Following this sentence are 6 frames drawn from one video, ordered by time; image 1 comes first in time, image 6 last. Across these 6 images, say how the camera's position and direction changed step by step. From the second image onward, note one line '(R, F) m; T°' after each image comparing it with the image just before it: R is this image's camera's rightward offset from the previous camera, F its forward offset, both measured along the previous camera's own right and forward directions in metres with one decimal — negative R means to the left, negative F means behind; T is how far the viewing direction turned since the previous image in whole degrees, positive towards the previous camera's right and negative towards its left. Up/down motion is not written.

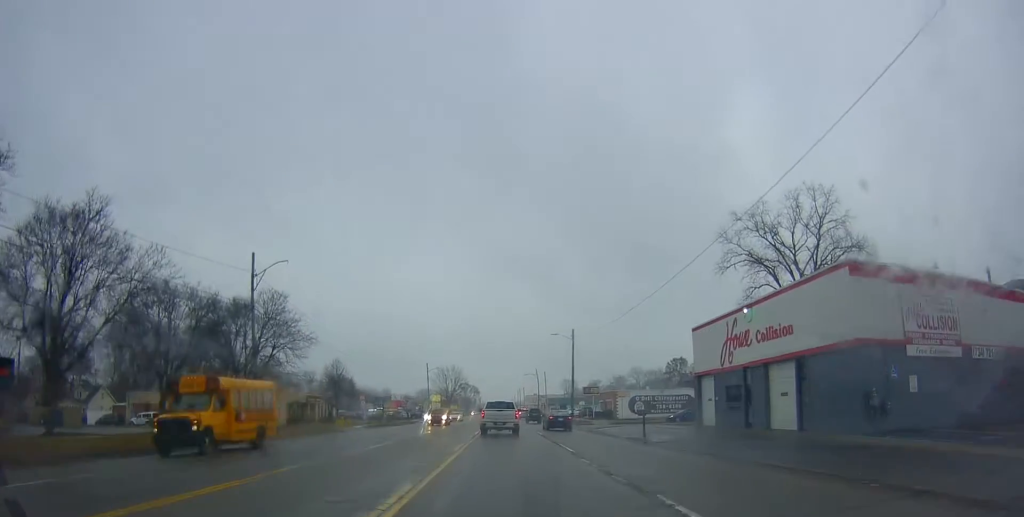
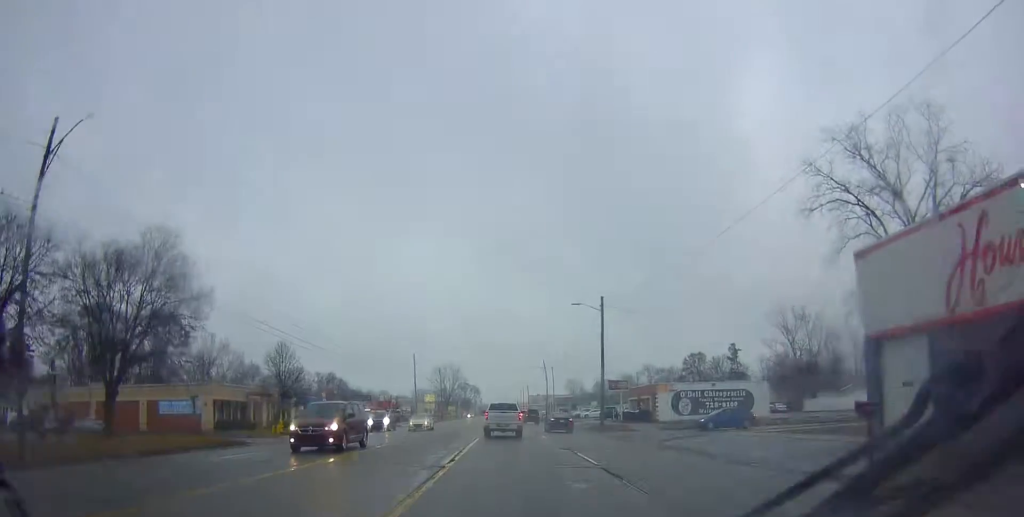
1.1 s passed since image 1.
(-0.3, +19.0) m; 0°
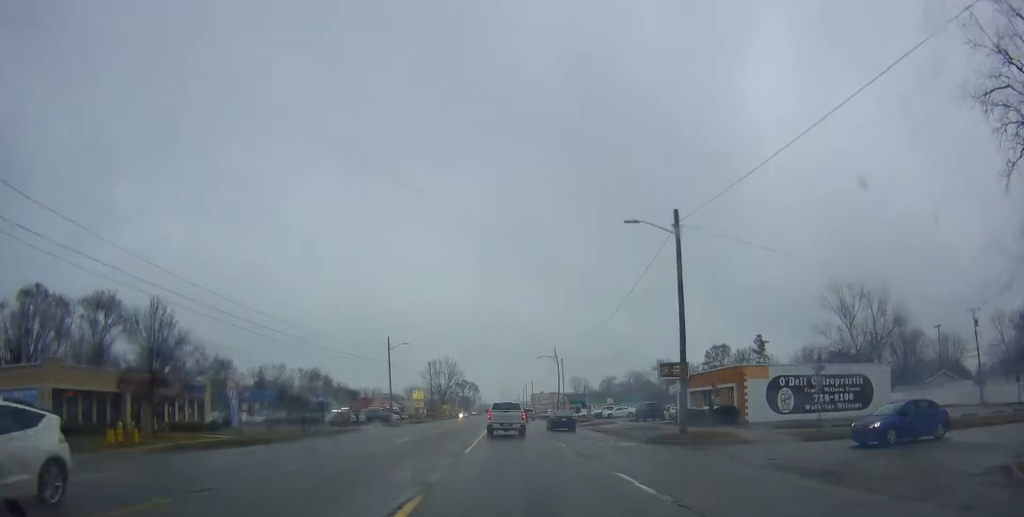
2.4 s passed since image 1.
(-0.2, +21.9) m; -1°
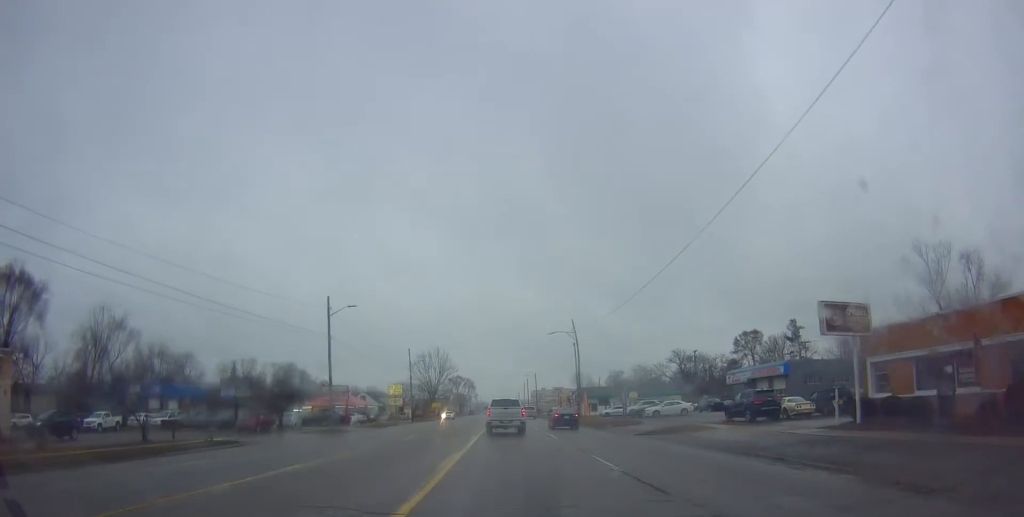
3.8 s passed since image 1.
(+0.3, +25.0) m; +1°
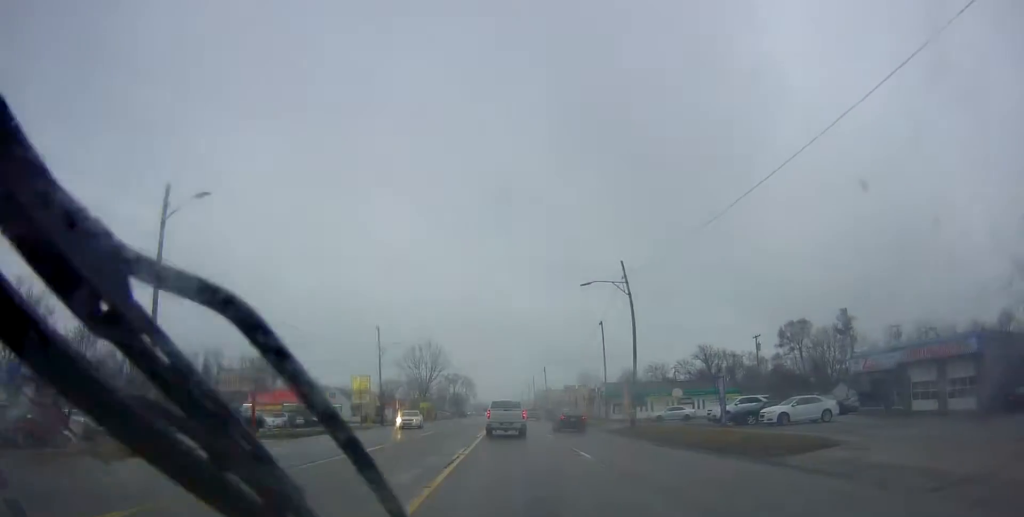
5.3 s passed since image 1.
(-0.2, +26.2) m; +1°
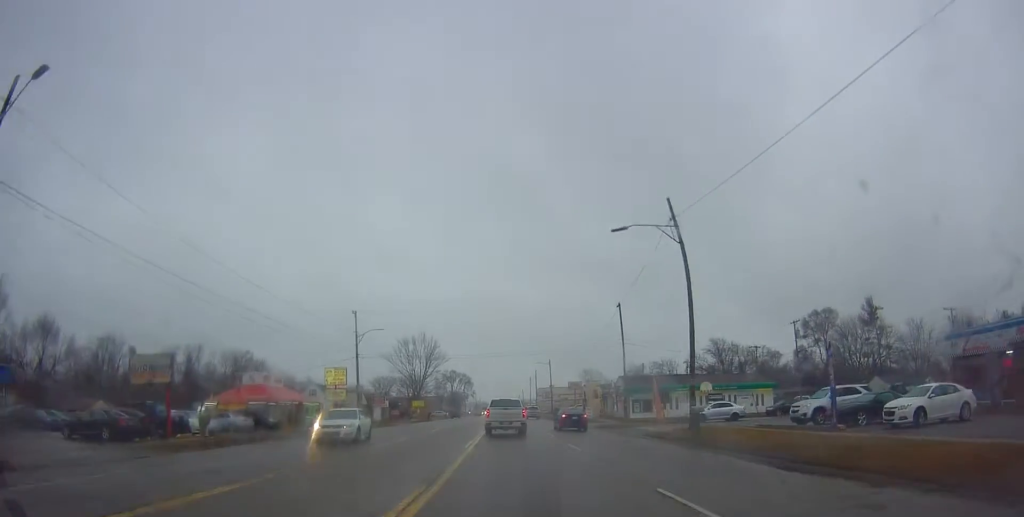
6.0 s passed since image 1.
(+0.2, +11.7) m; +1°
